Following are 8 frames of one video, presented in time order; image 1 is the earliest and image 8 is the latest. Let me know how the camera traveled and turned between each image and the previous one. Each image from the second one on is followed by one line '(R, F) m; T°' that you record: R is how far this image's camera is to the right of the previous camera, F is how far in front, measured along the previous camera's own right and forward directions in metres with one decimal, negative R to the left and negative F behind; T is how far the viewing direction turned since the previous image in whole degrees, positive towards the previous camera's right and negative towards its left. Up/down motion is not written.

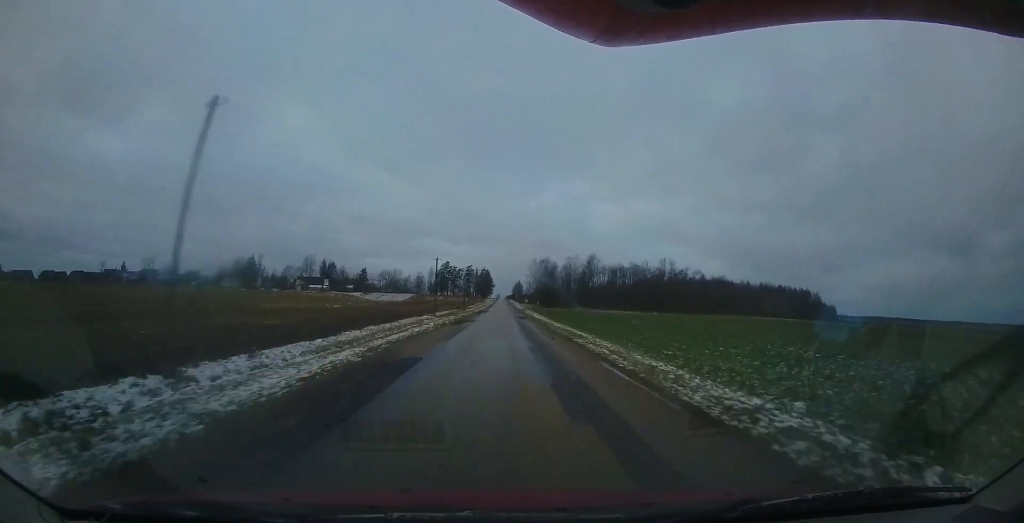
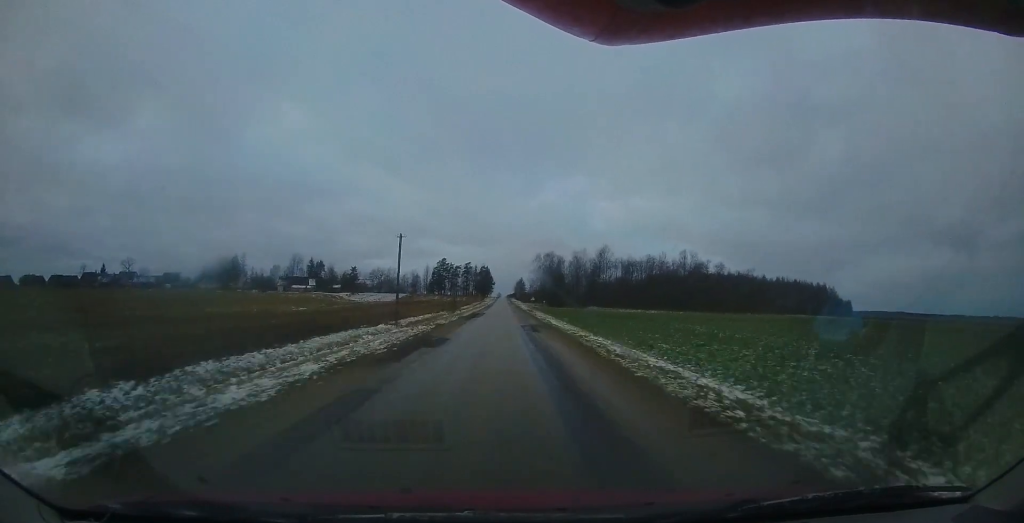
(-0.1, +14.2) m; -1°
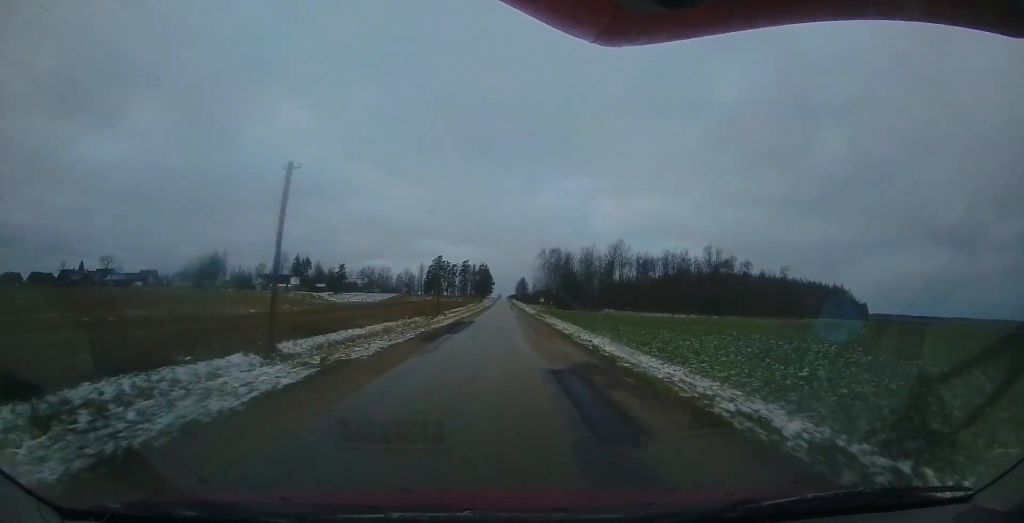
(-0.1, +14.2) m; 0°
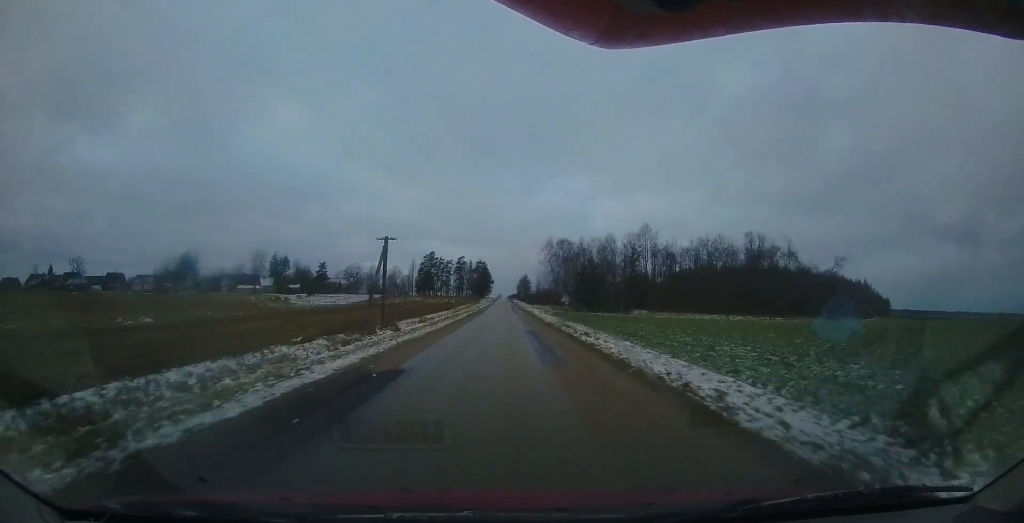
(0.0, +18.2) m; 0°
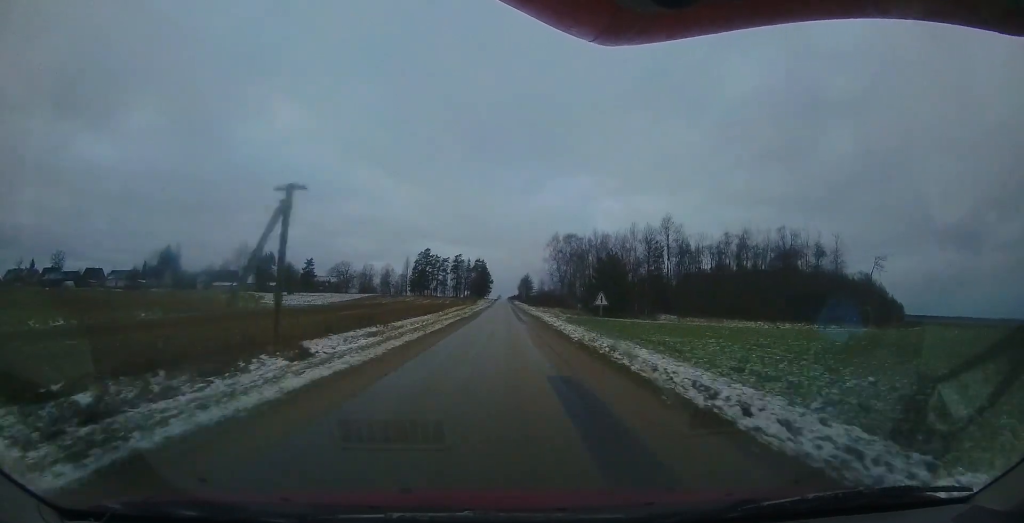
(+0.1, +10.7) m; 0°
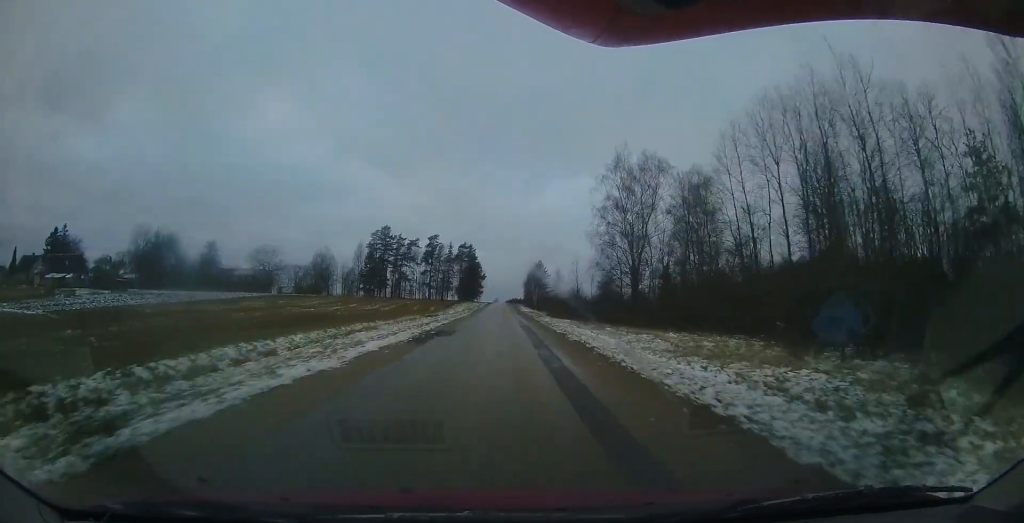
(+0.2, +50.8) m; +2°
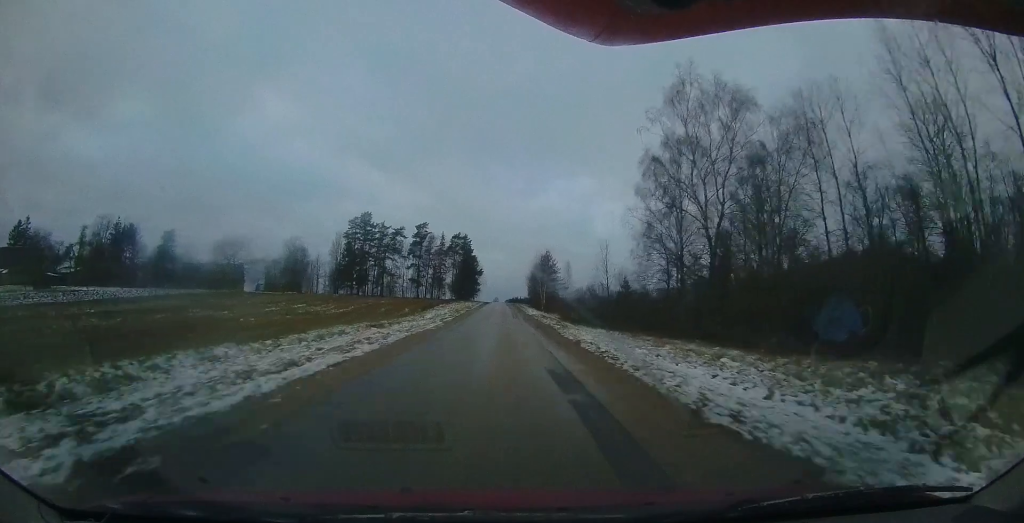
(+0.2, +14.7) m; 0°
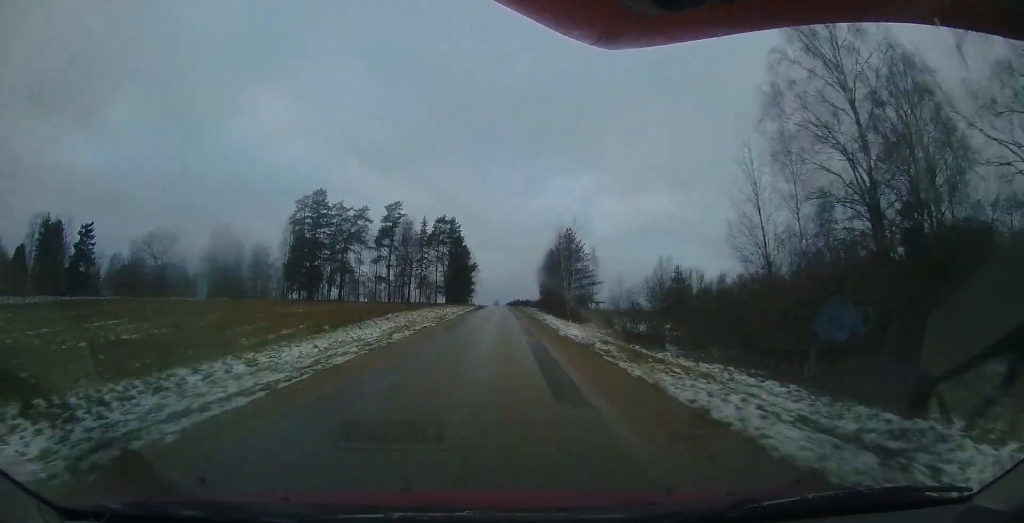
(0.0, +22.9) m; 0°
